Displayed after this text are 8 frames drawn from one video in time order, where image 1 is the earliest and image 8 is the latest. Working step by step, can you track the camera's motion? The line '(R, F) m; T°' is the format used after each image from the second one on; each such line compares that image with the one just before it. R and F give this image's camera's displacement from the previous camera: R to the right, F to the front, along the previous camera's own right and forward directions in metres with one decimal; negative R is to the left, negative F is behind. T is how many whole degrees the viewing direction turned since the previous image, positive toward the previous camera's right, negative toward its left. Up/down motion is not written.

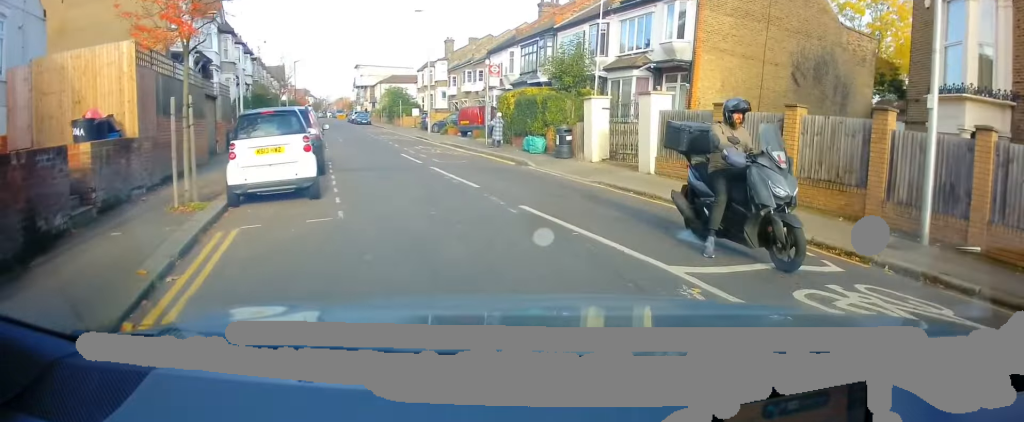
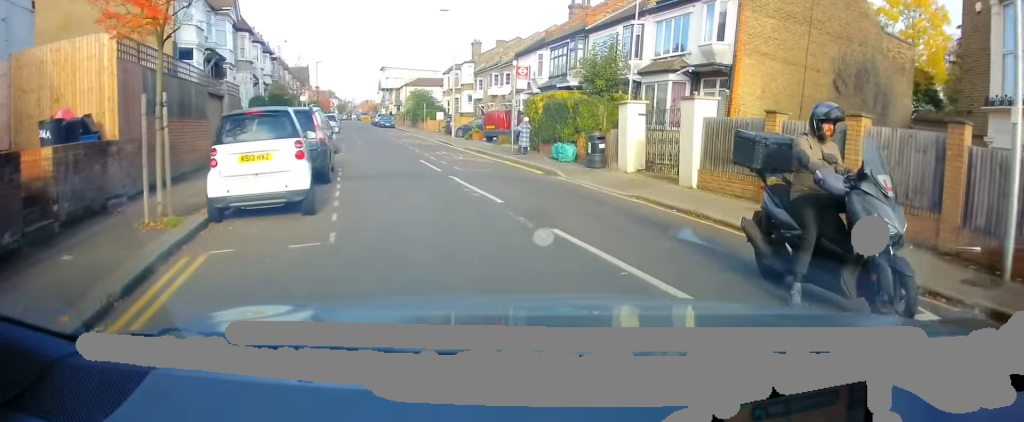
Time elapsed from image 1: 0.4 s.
(-0.1, +1.5) m; -4°
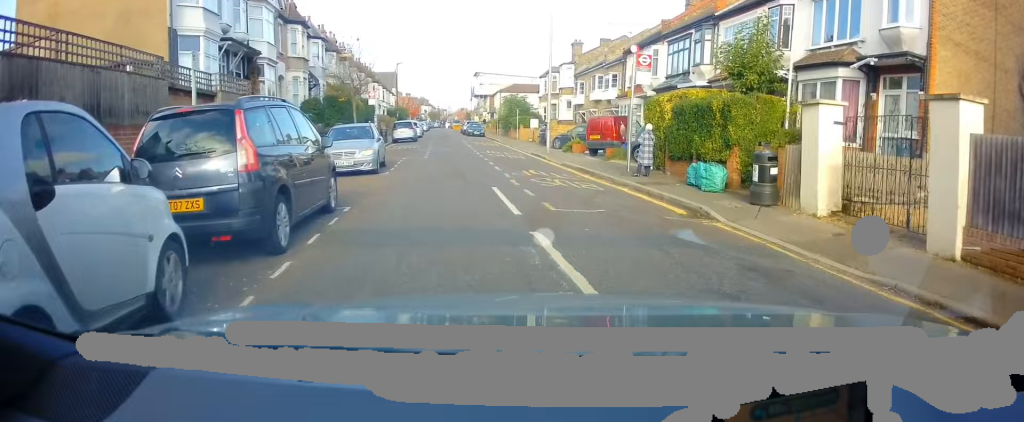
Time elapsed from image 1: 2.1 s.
(-0.8, +5.9) m; -12°
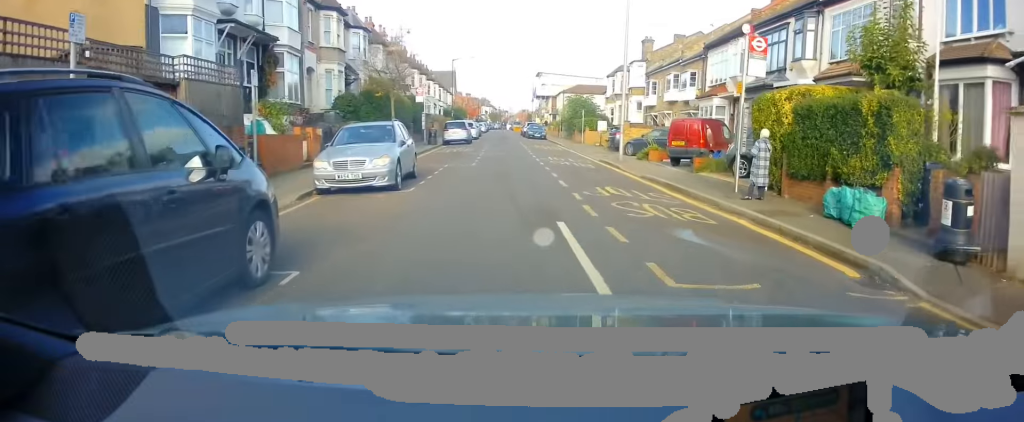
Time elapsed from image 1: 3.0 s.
(-0.1, +3.9) m; -3°
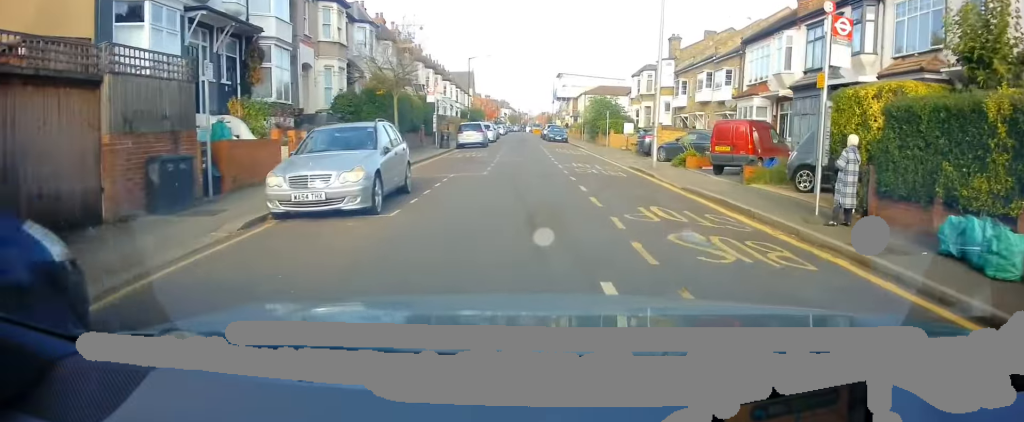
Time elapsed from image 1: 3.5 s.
(-0.1, +2.8) m; -3°
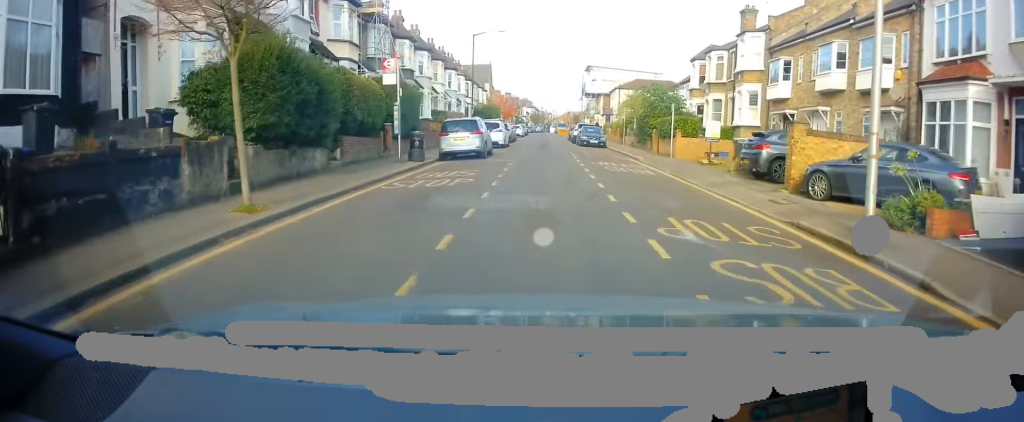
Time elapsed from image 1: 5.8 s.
(-0.7, +12.6) m; -3°
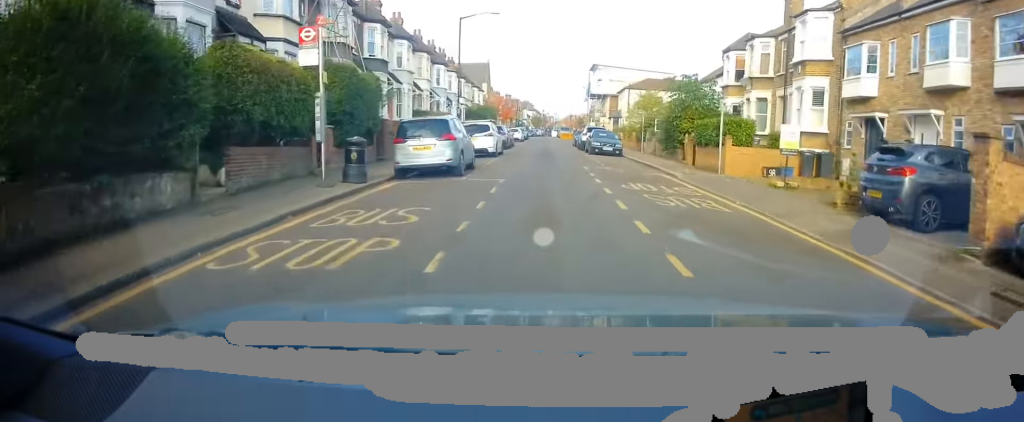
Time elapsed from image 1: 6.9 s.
(-0.1, +7.0) m; -4°
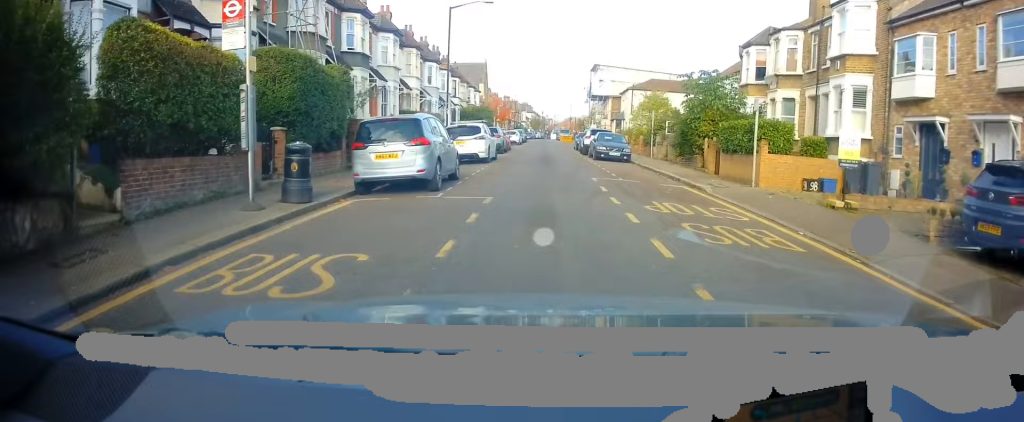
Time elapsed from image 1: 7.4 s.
(-0.1, +3.3) m; -1°
